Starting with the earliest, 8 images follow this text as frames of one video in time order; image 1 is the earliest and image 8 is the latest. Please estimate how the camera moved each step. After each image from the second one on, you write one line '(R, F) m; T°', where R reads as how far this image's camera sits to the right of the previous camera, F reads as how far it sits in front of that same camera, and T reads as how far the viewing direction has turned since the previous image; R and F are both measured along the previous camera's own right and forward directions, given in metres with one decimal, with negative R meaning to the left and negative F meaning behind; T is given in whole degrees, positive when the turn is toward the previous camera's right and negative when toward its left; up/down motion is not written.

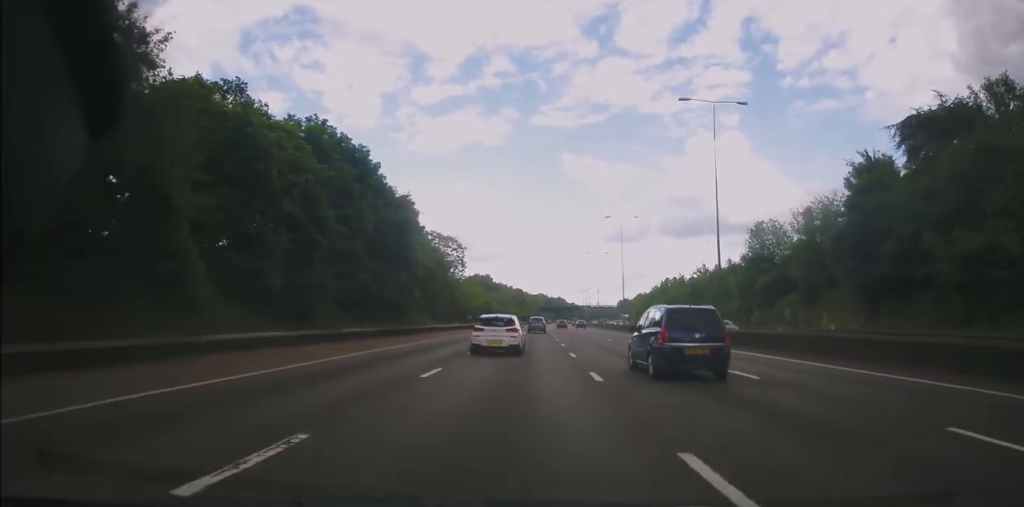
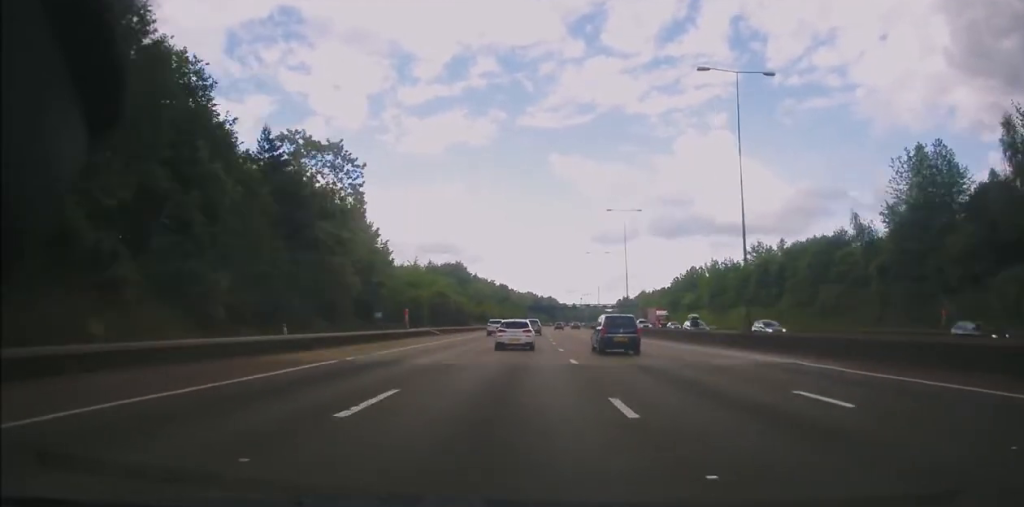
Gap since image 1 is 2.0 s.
(+0.6, +49.2) m; +1°
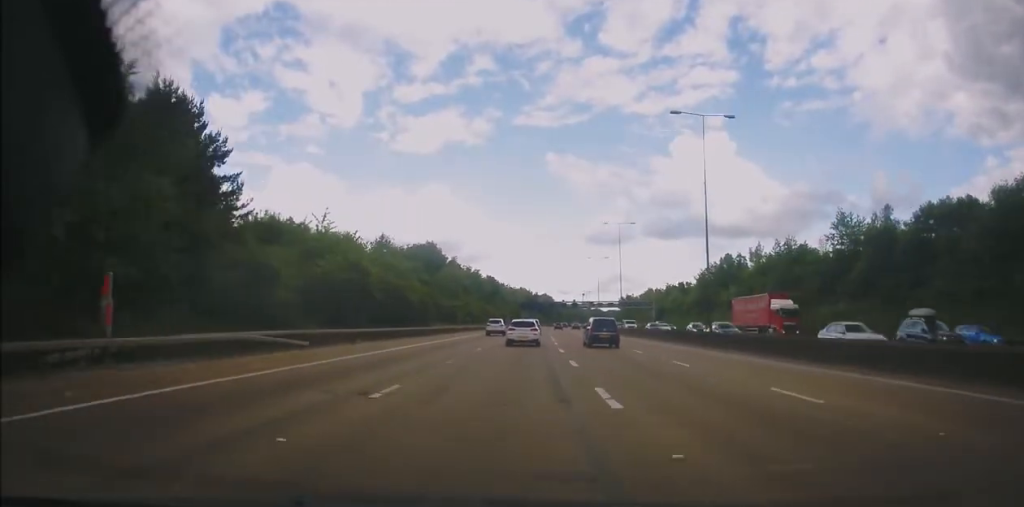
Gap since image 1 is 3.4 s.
(-0.1, +35.9) m; 0°
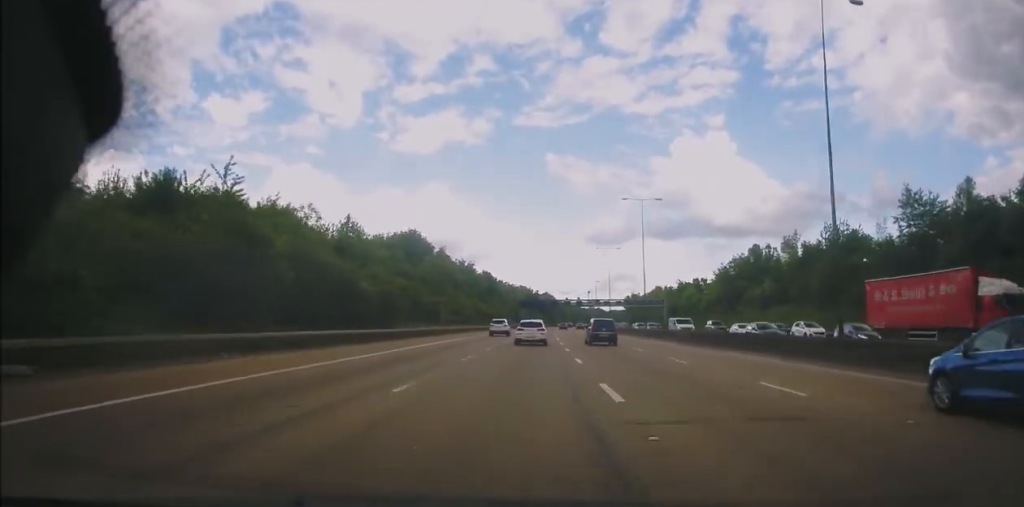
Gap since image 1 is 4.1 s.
(+0.1, +16.8) m; 0°
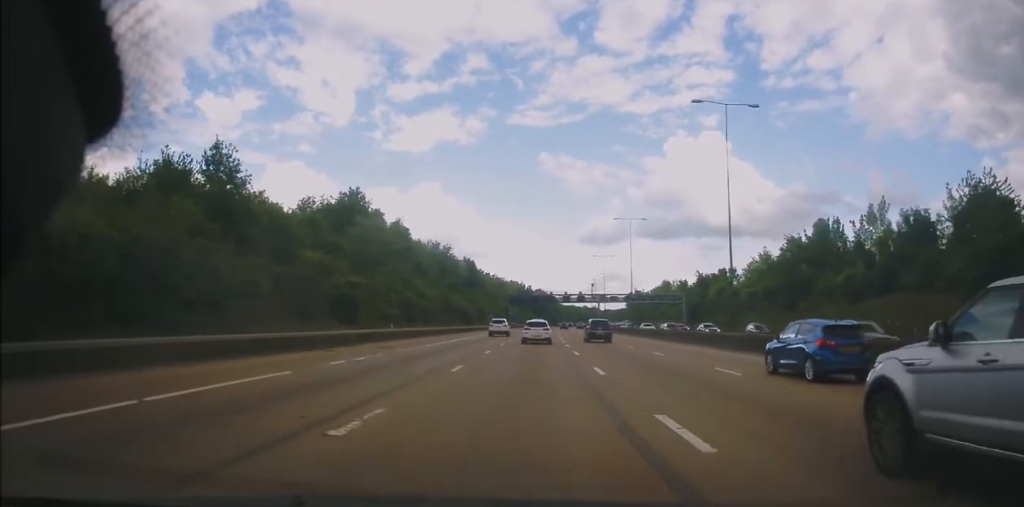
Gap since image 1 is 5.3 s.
(0.0, +30.7) m; +1°
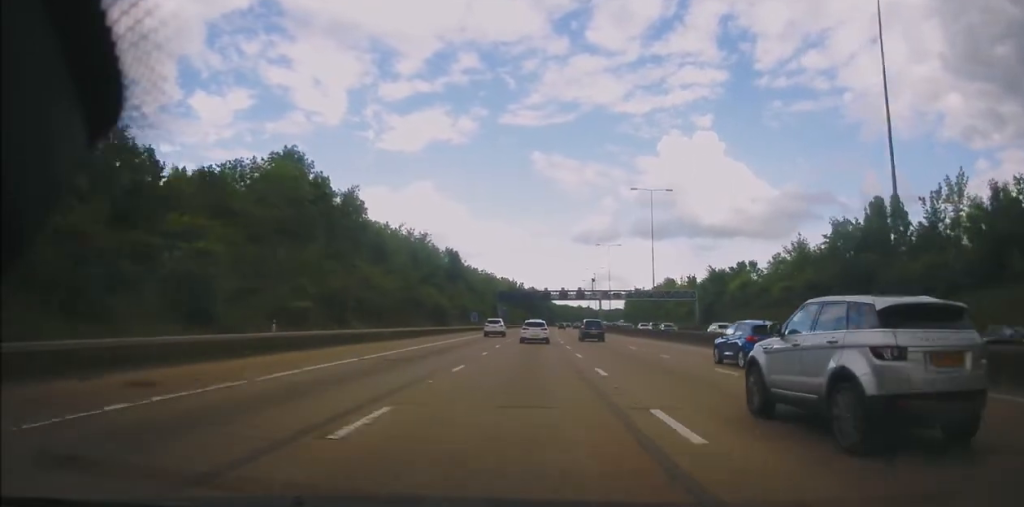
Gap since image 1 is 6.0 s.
(+0.2, +18.3) m; +1°
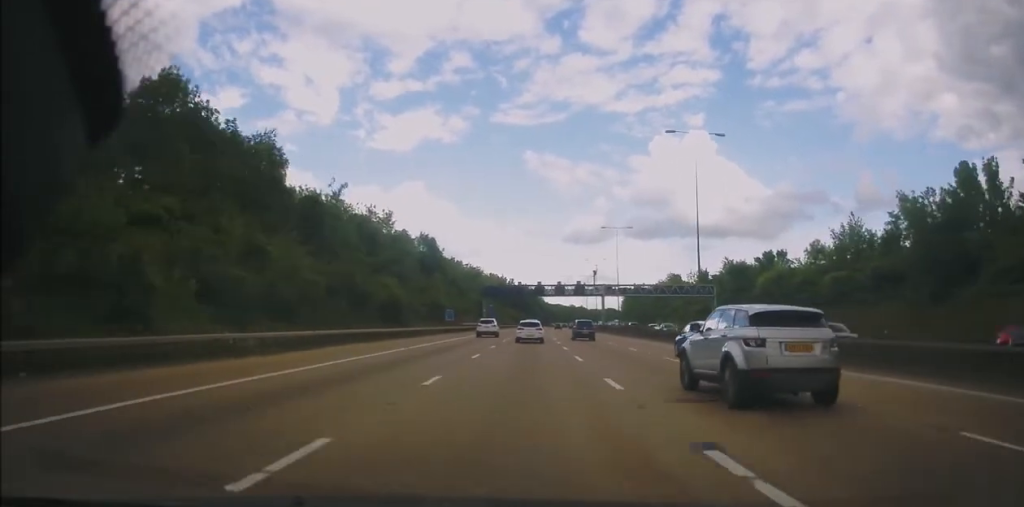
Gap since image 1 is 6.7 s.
(+0.2, +19.3) m; +1°
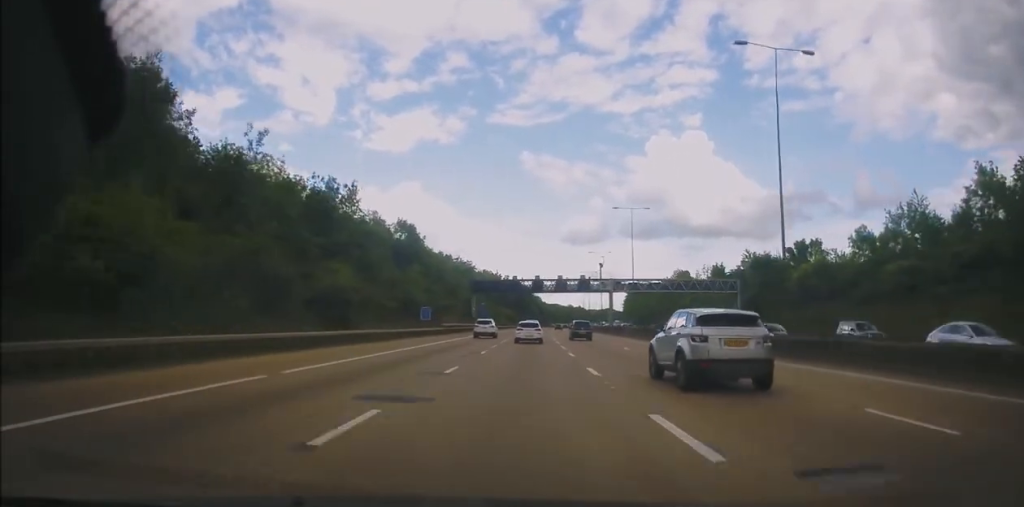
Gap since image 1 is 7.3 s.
(+0.3, +15.1) m; +1°
